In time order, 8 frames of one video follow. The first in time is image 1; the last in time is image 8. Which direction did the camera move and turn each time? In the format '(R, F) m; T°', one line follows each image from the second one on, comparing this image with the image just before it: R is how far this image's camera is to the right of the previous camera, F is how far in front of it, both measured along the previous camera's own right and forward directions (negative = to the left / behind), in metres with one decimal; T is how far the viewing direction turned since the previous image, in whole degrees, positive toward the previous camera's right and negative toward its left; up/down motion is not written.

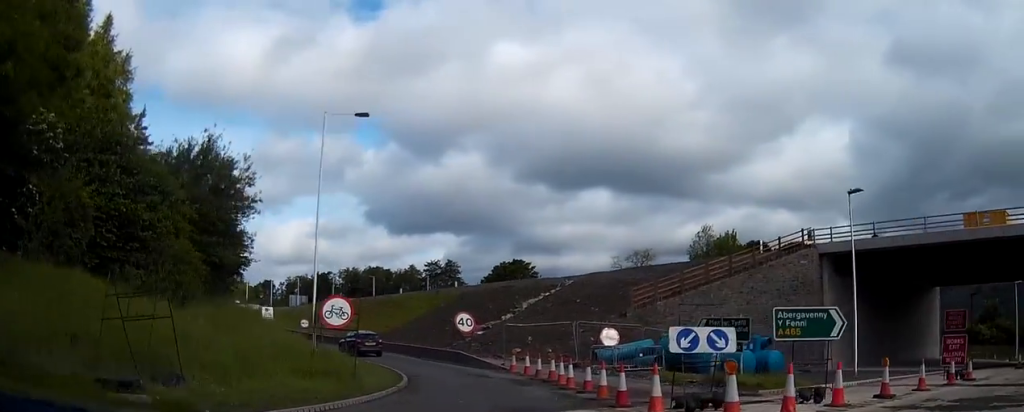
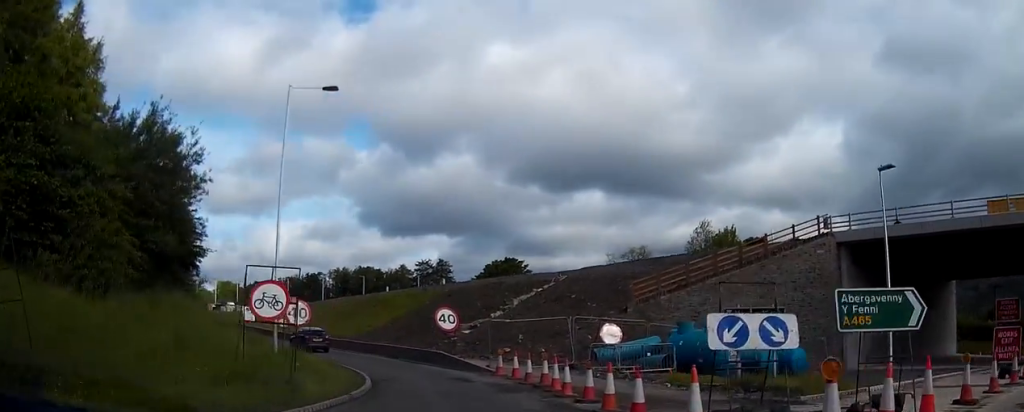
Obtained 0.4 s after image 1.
(+0.1, +4.4) m; +1°
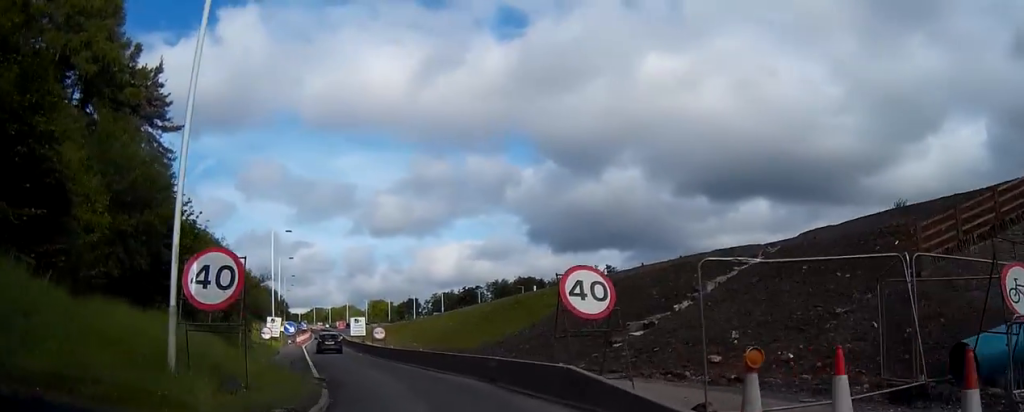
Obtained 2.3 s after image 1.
(-0.9, +20.3) m; -9°
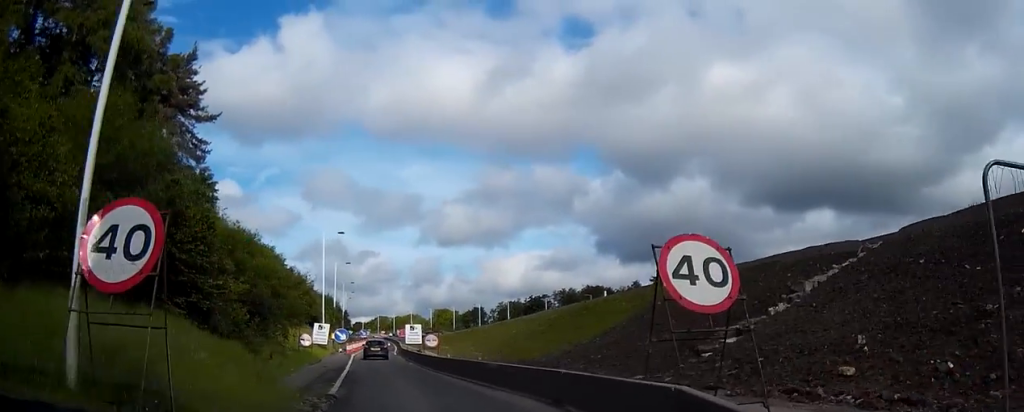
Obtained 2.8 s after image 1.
(-0.4, +5.4) m; -5°
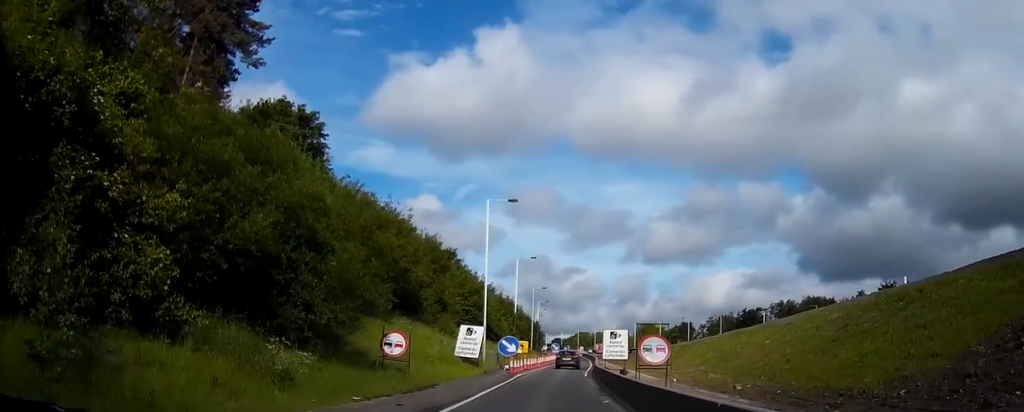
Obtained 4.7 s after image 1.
(-4.2, +23.7) m; -16°
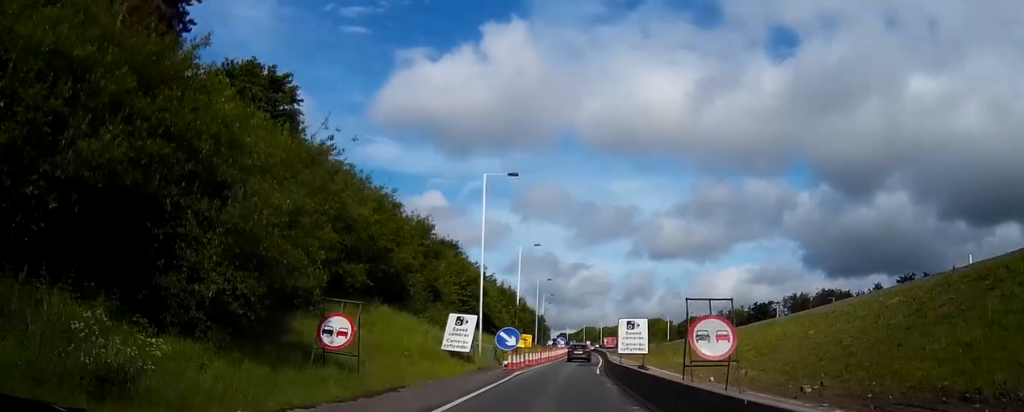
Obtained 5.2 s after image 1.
(-0.2, +6.8) m; -1°
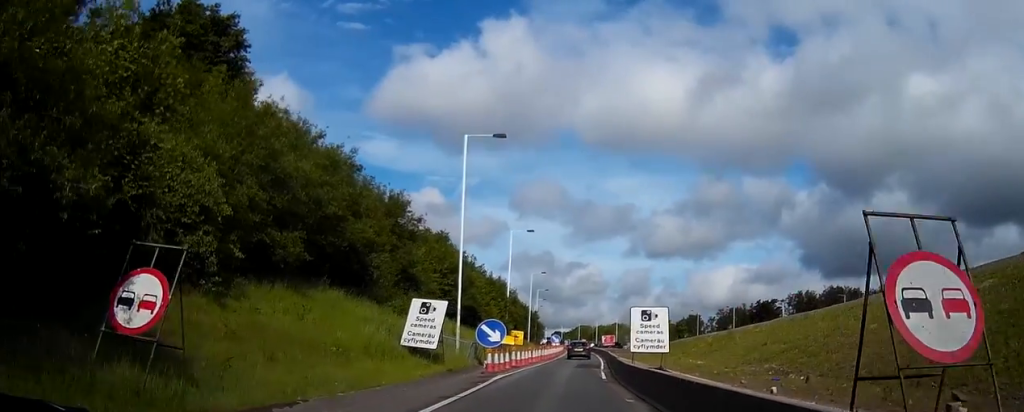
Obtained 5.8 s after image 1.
(0.0, +8.5) m; 0°
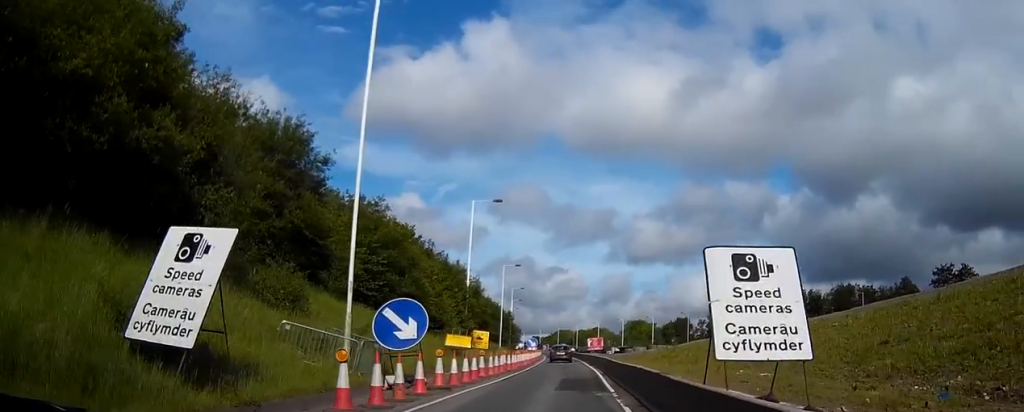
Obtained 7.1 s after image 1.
(0.0, +18.2) m; 0°
